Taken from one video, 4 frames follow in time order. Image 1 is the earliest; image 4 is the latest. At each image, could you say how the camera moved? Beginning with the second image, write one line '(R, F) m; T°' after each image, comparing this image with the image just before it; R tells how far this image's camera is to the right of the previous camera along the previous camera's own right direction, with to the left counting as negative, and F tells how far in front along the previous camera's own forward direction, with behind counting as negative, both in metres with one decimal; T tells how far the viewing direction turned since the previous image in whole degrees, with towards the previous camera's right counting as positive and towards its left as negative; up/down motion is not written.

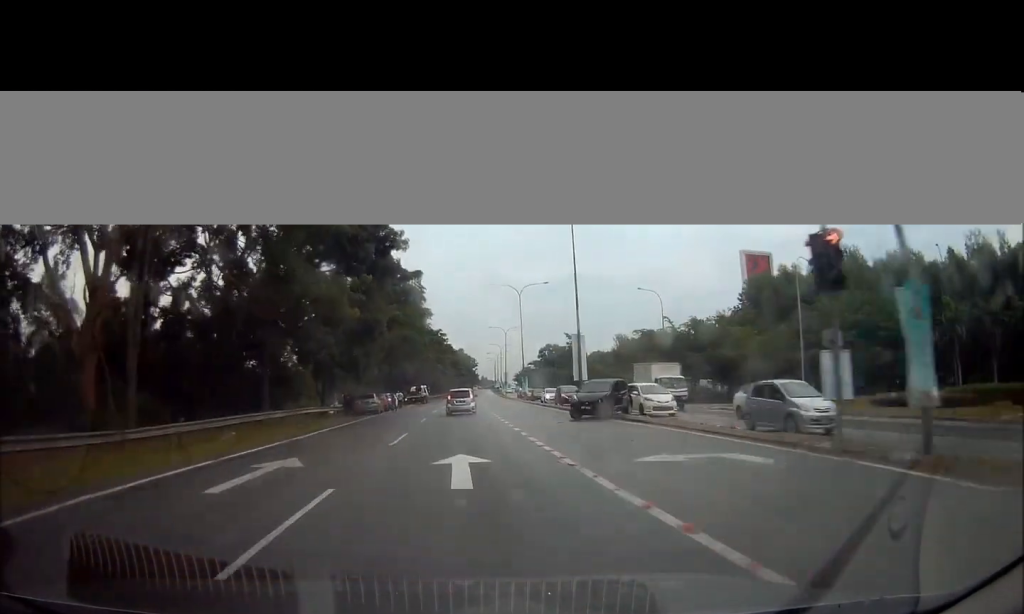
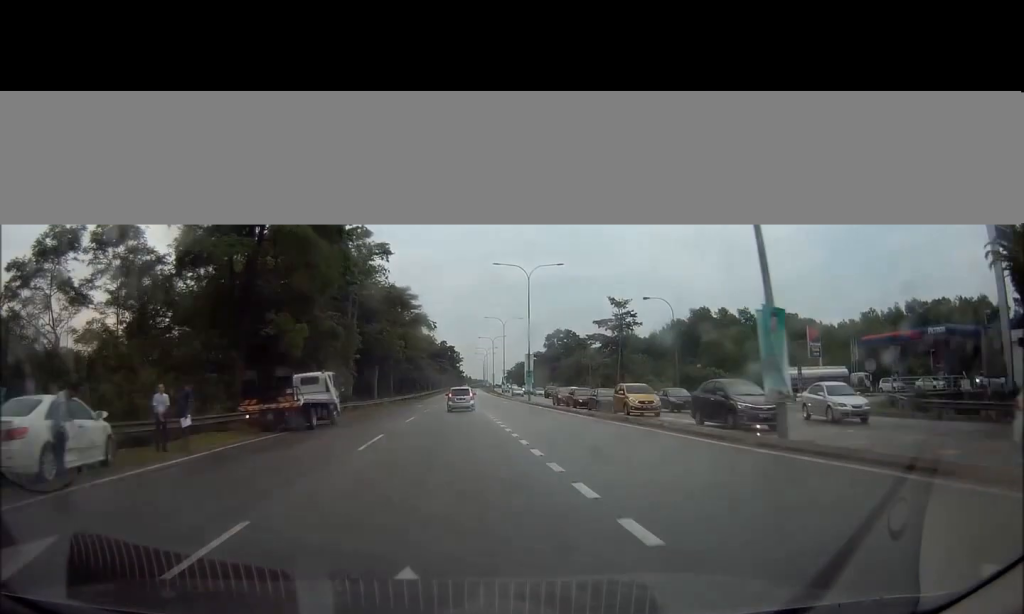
(+0.8, +50.6) m; +2°
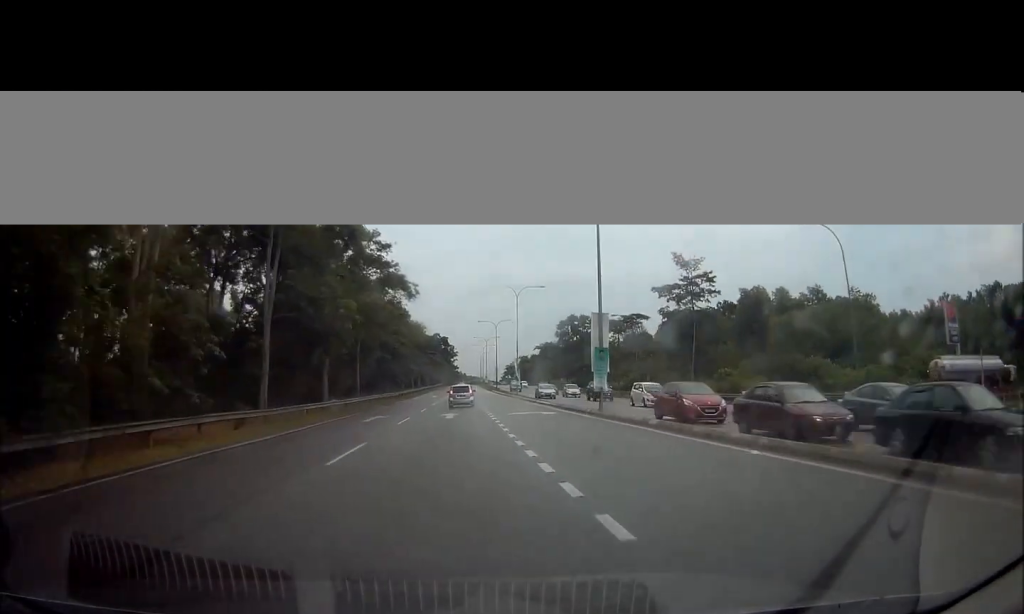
(+0.2, +26.6) m; +1°
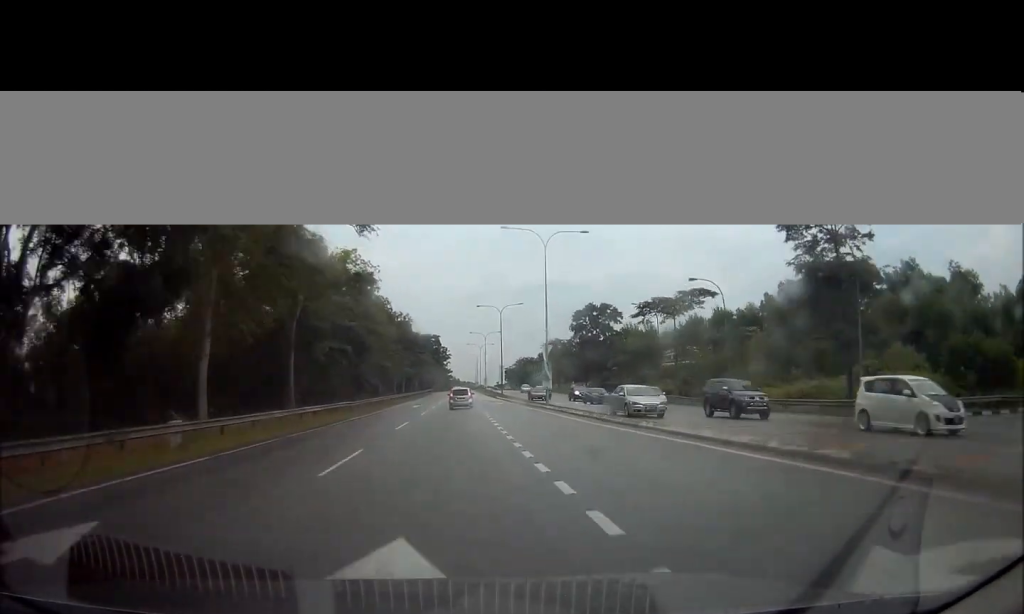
(+0.1, +24.0) m; +1°
